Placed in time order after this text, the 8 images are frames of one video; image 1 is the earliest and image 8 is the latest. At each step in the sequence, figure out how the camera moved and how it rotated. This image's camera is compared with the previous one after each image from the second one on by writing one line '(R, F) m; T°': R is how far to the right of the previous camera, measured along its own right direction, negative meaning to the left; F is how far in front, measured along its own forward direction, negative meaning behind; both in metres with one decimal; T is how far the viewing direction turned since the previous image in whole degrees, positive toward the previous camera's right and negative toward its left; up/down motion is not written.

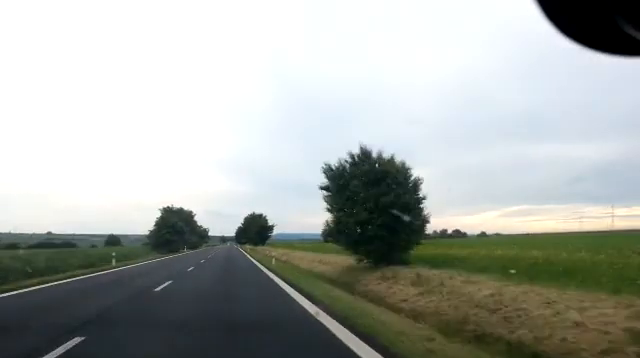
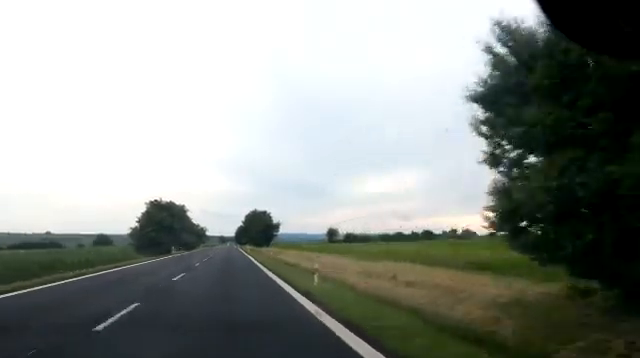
(-0.1, +13.9) m; 0°
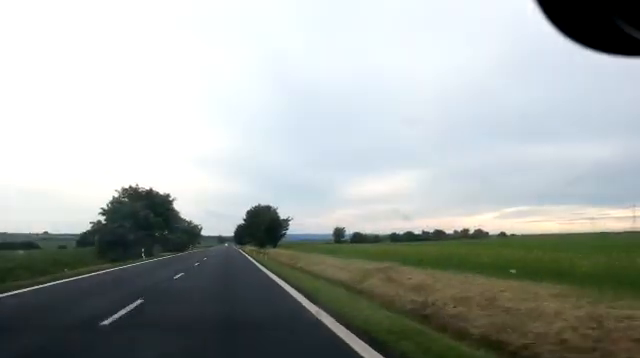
(0.0, +17.0) m; 0°
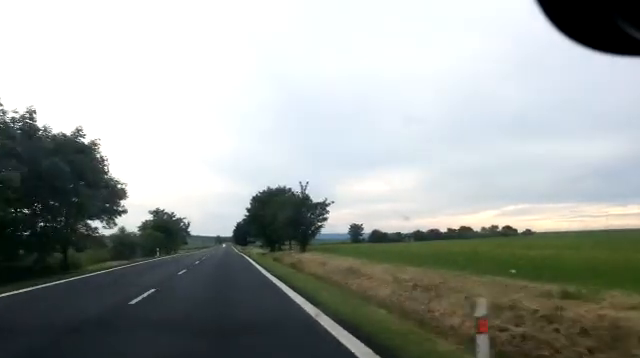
(+0.2, +32.7) m; 0°
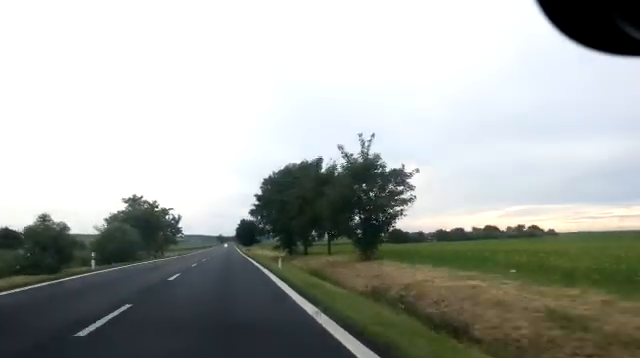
(-0.1, +20.9) m; 0°
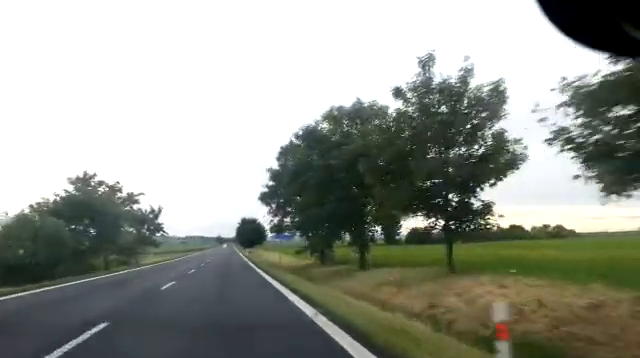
(0.0, +19.3) m; 0°
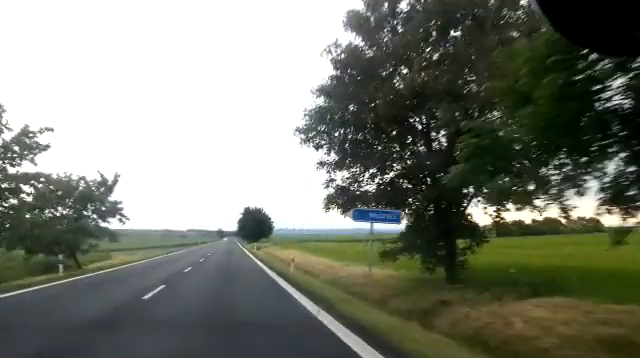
(+0.1, +20.9) m; 0°
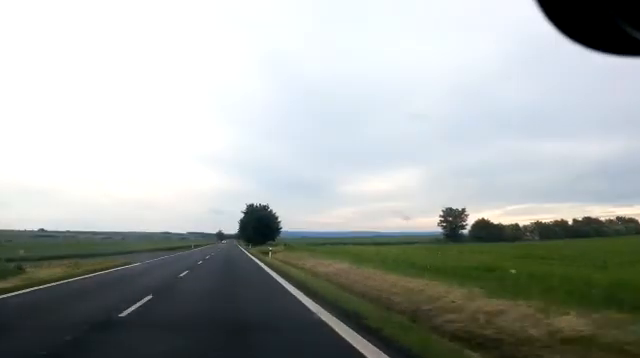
(0.0, +20.2) m; 0°
